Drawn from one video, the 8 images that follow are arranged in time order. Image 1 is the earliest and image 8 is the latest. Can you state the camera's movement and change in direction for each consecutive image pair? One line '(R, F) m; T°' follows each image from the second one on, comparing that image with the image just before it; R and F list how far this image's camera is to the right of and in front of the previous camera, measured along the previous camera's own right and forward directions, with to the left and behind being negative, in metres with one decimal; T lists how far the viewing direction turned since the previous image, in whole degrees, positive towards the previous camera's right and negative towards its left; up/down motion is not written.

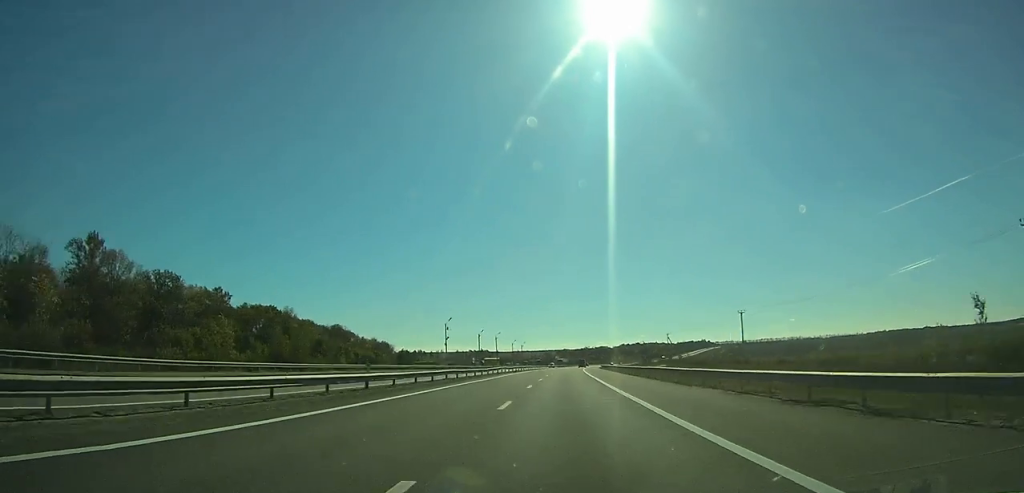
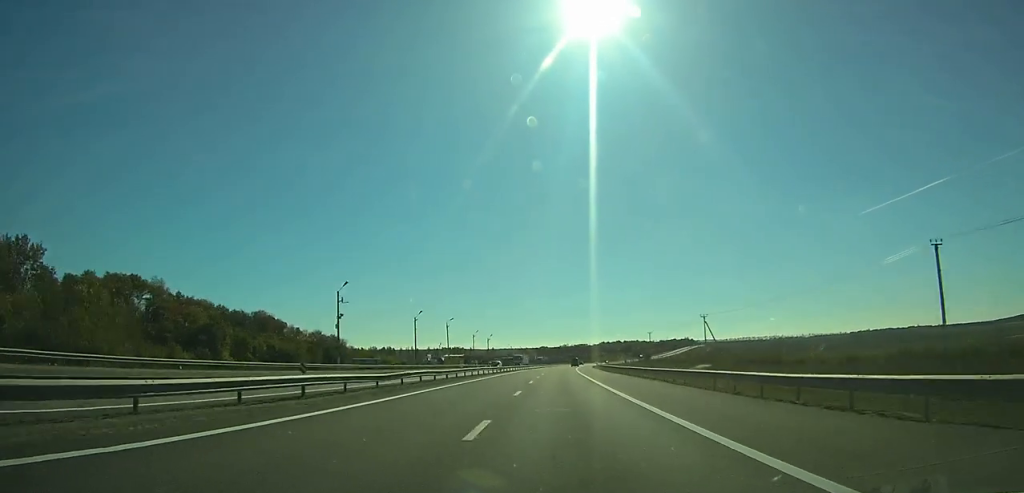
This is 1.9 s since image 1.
(+1.1, +53.4) m; +2°
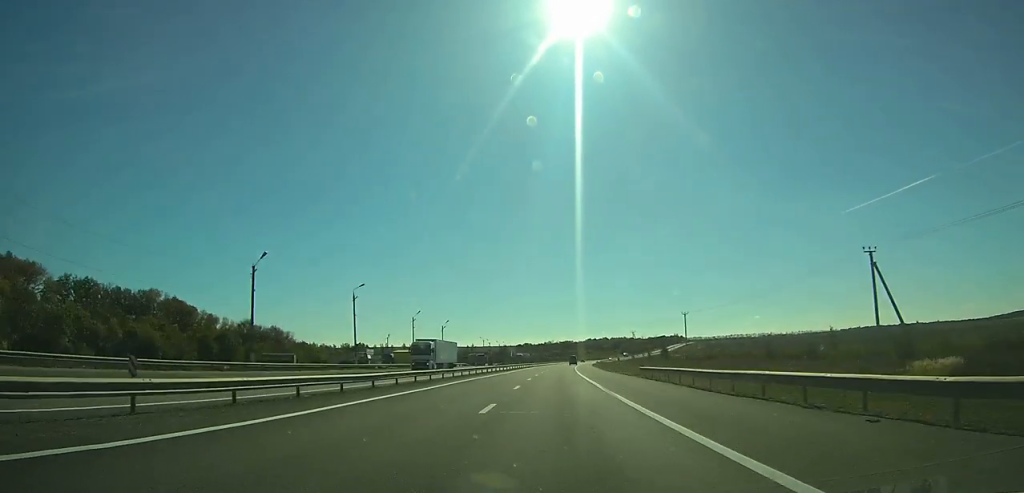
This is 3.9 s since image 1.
(+1.1, +55.2) m; +2°
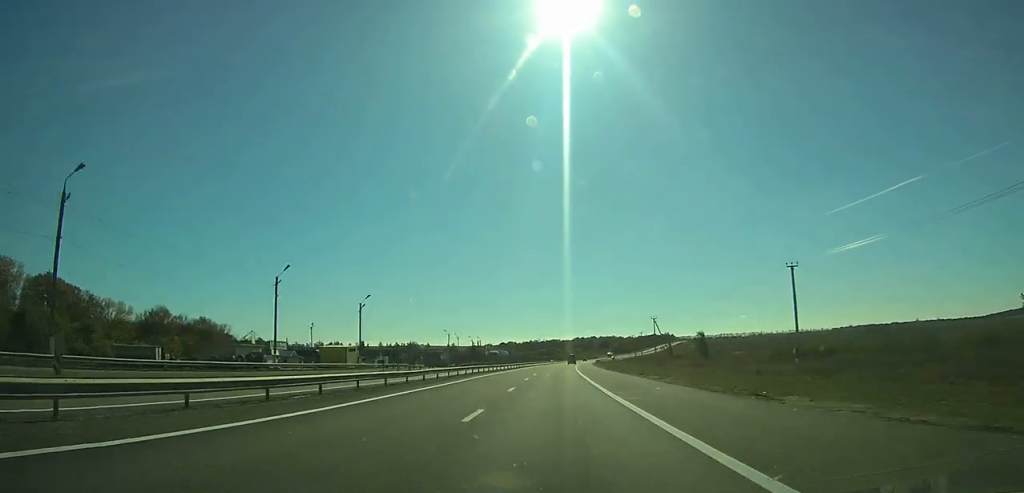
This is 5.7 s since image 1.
(+0.6, +49.7) m; +1°
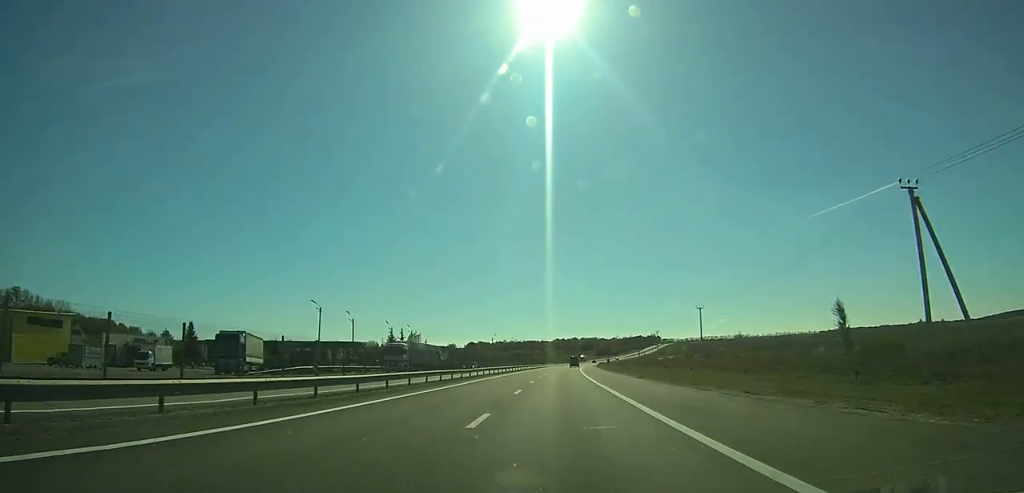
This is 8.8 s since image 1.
(+1.5, +84.8) m; +2°
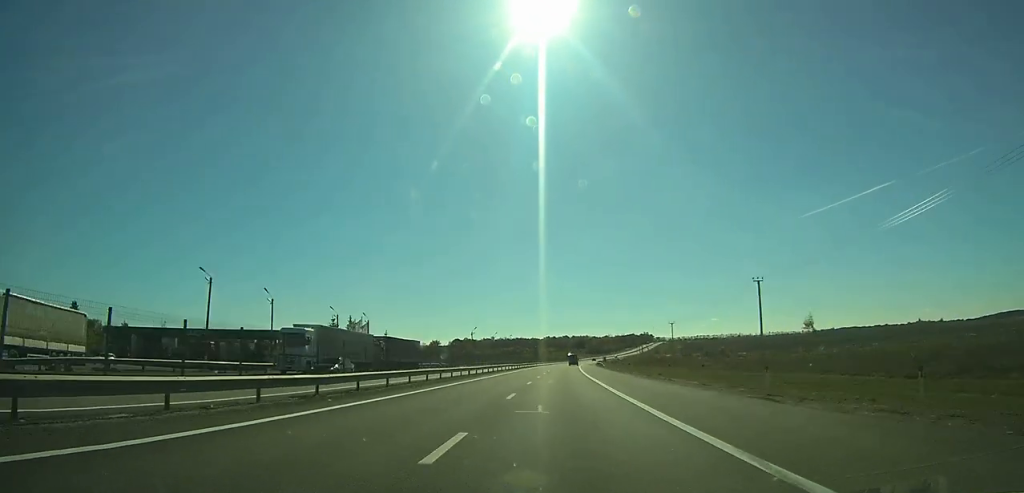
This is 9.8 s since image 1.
(+0.1, +27.8) m; +1°
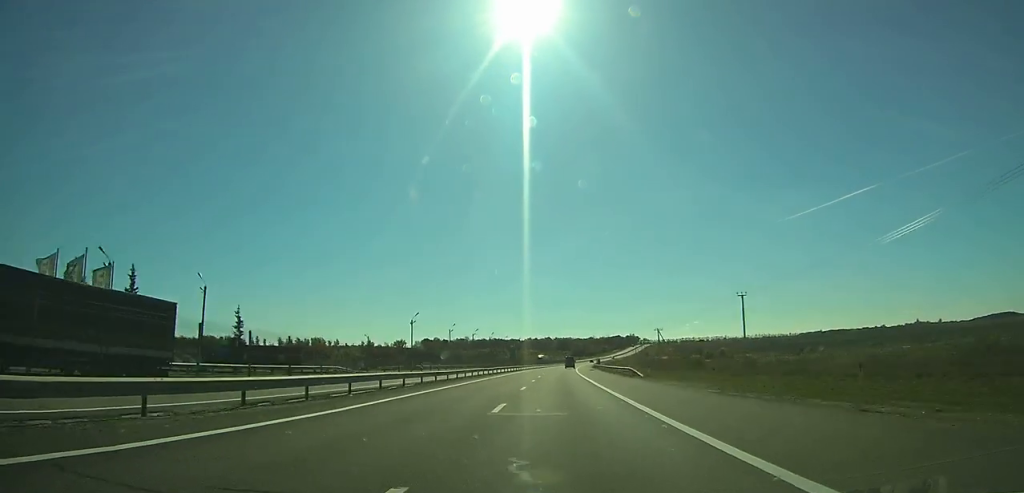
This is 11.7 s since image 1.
(+0.6, +52.1) m; +1°
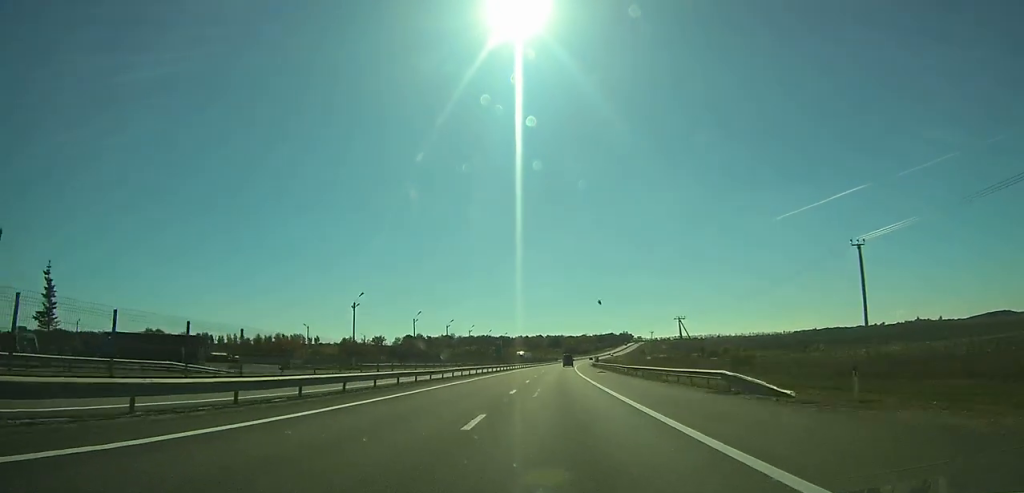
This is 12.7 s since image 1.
(+0.3, +28.1) m; +1°
